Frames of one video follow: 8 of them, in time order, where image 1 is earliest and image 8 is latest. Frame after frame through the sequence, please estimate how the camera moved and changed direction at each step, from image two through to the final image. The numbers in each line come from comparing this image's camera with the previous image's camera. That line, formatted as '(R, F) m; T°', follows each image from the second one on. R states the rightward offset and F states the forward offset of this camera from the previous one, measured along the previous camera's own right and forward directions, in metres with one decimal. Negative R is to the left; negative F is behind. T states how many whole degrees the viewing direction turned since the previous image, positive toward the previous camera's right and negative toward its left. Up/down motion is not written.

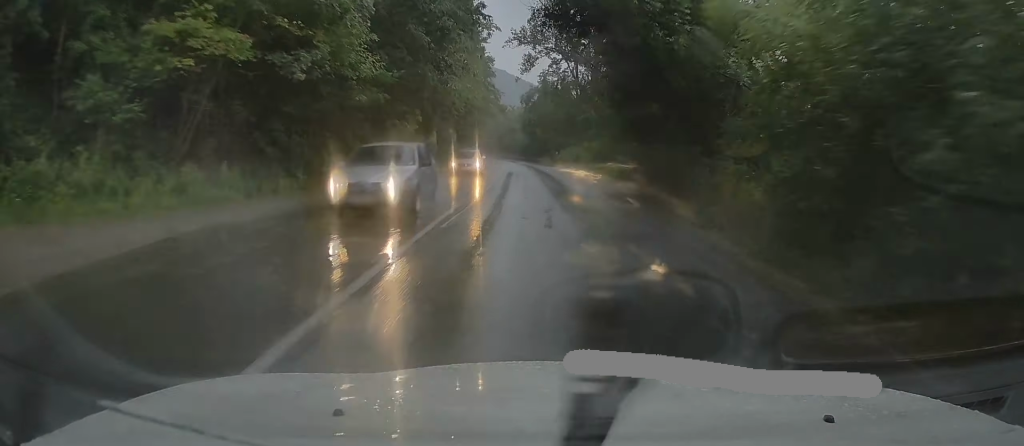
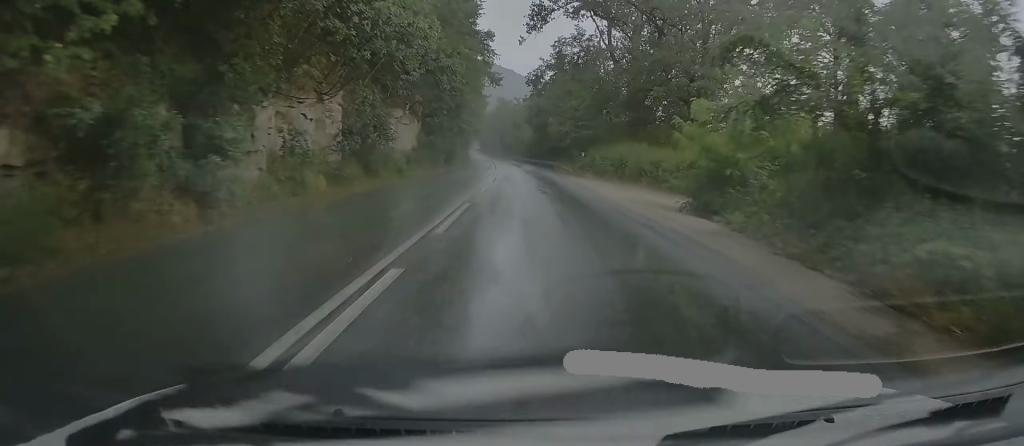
(+0.2, +27.3) m; 0°
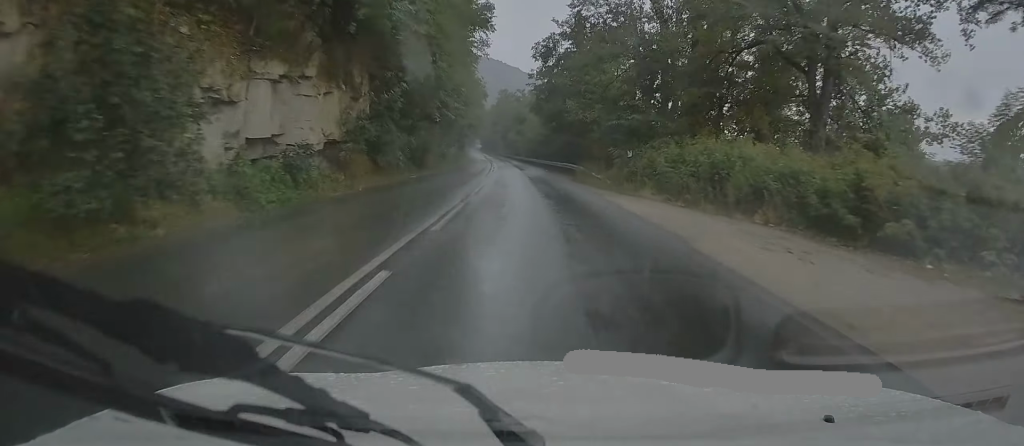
(-0.2, +18.3) m; -1°
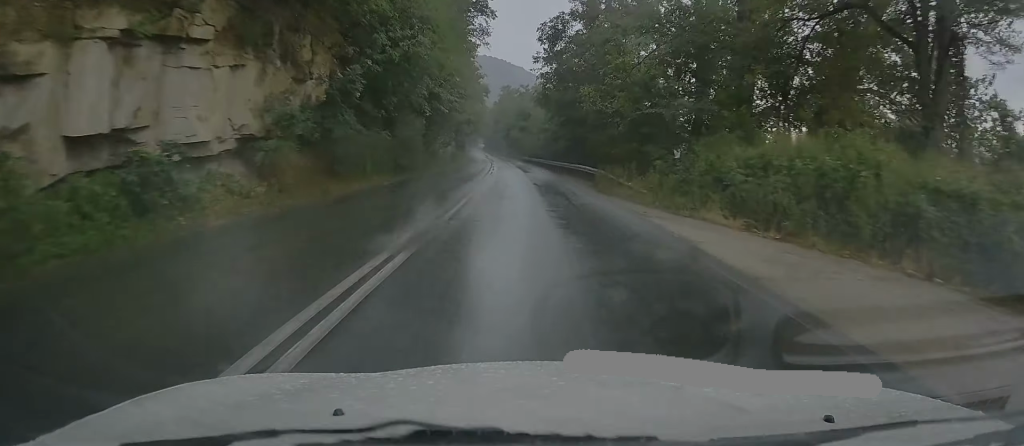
(-0.1, +7.7) m; 0°
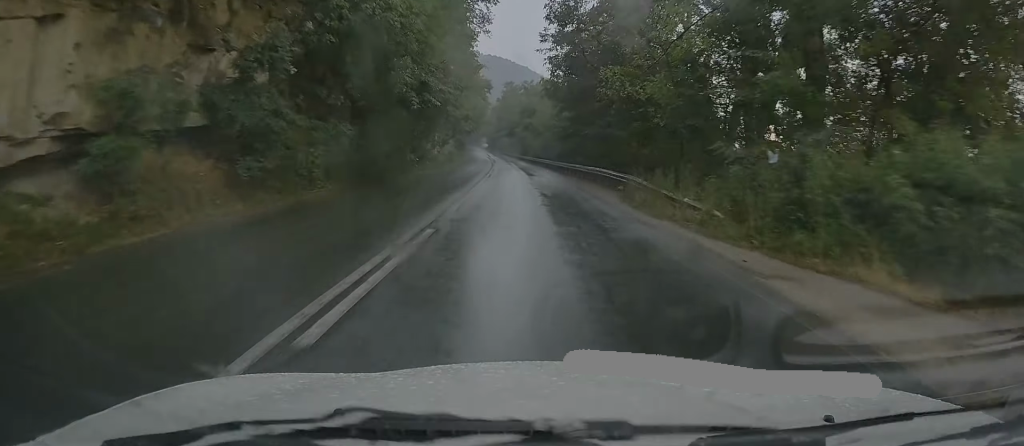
(0.0, +7.1) m; 0°
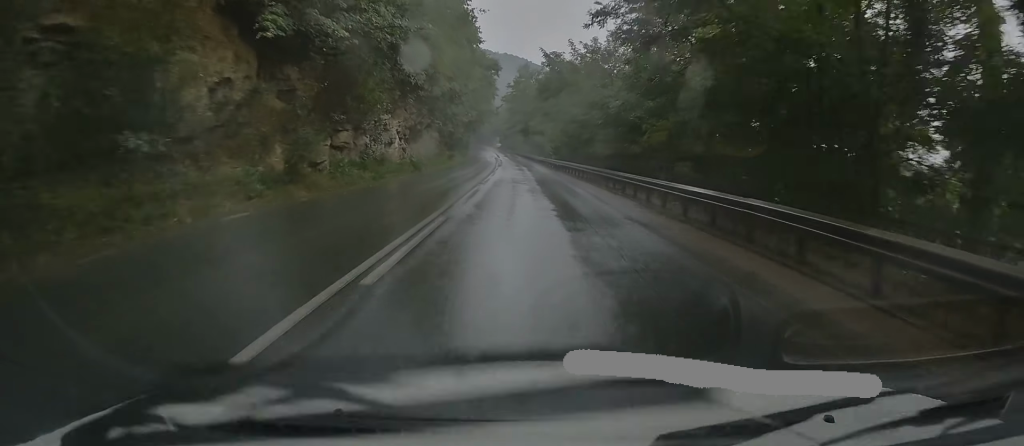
(0.0, +24.8) m; 0°
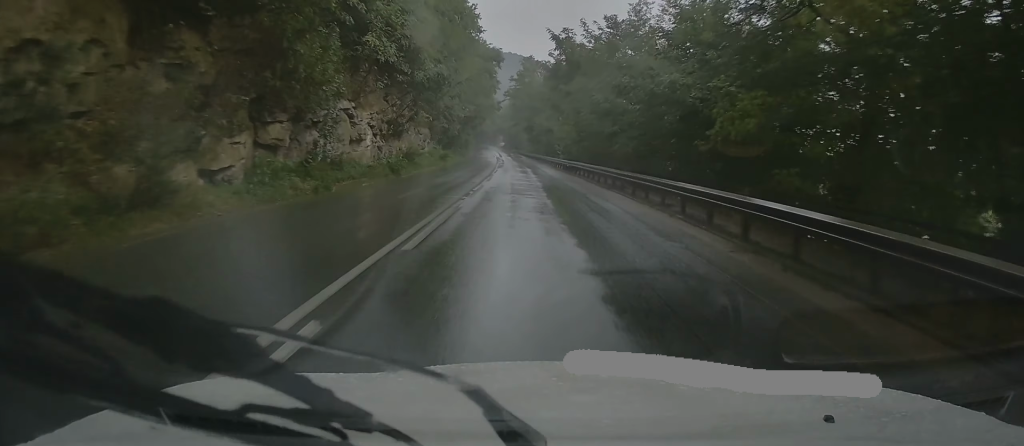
(+0.1, +7.4) m; 0°
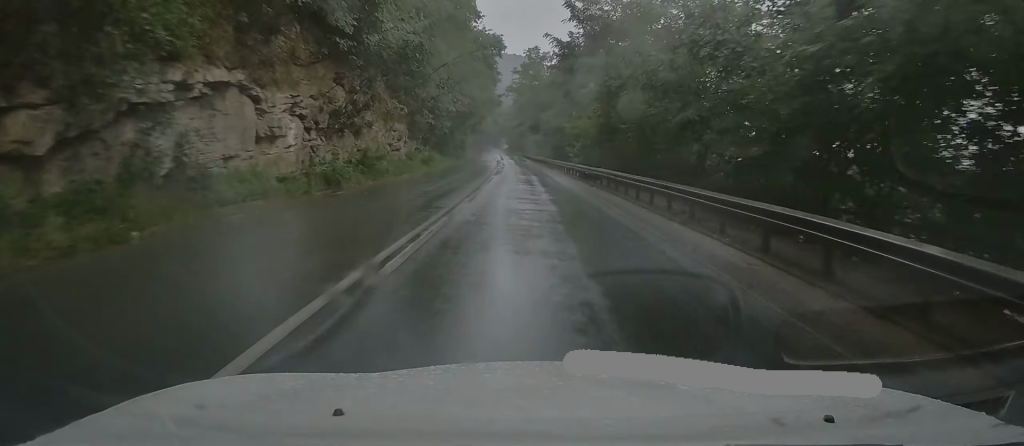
(-0.1, +10.4) m; -1°
